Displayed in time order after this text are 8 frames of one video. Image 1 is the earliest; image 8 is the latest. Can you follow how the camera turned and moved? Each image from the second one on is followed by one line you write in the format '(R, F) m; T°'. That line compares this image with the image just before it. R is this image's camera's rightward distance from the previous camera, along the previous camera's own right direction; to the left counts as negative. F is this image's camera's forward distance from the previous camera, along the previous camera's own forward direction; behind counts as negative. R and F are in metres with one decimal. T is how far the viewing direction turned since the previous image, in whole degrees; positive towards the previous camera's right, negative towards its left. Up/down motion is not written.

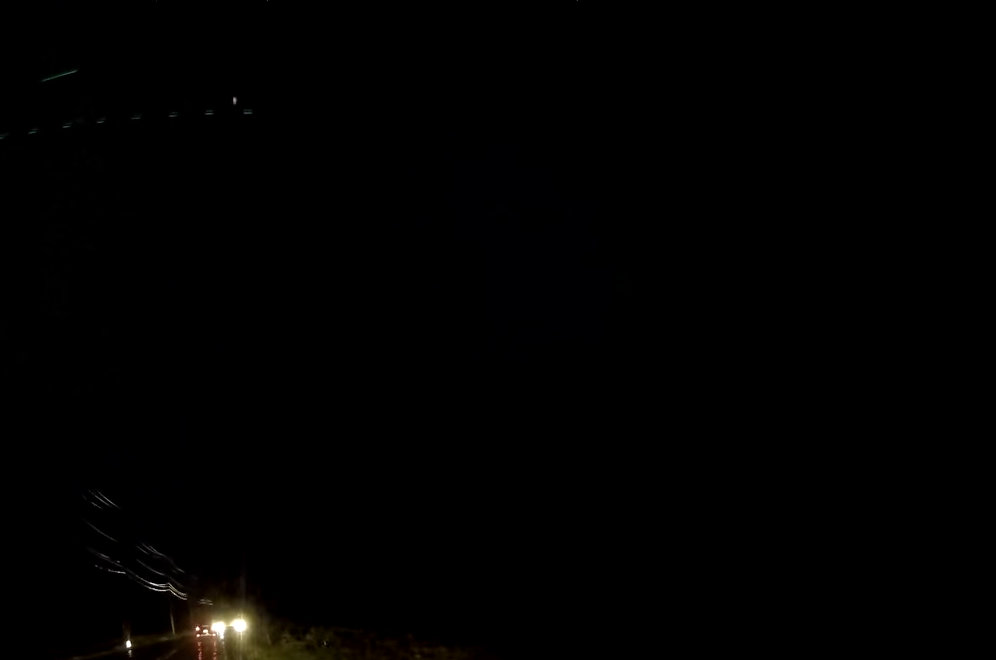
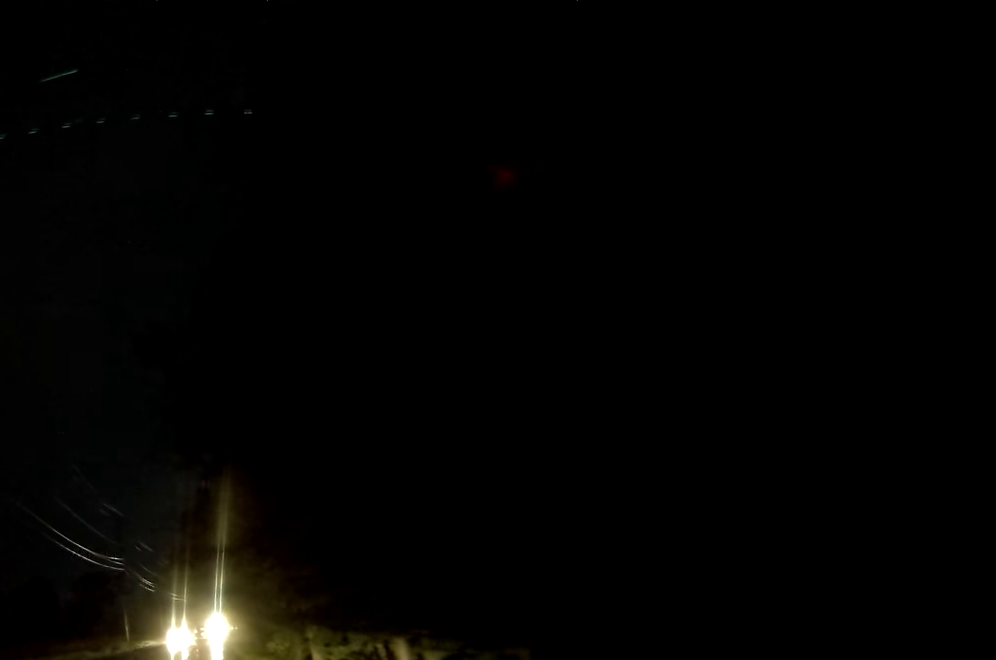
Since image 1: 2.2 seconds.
(+1.2, +38.5) m; +2°
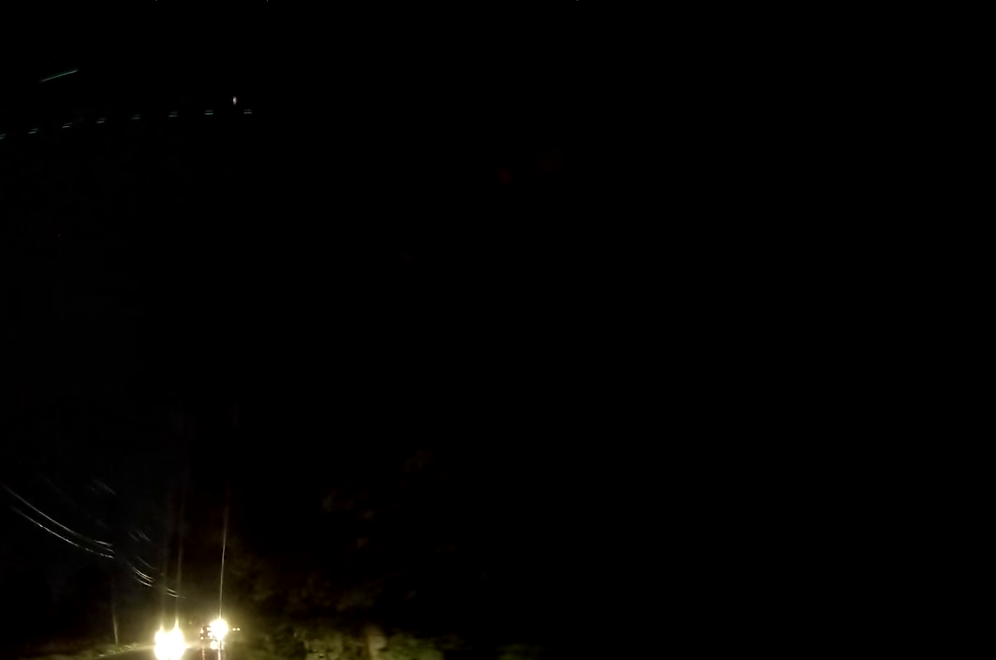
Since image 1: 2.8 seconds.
(-0.1, +9.5) m; 0°
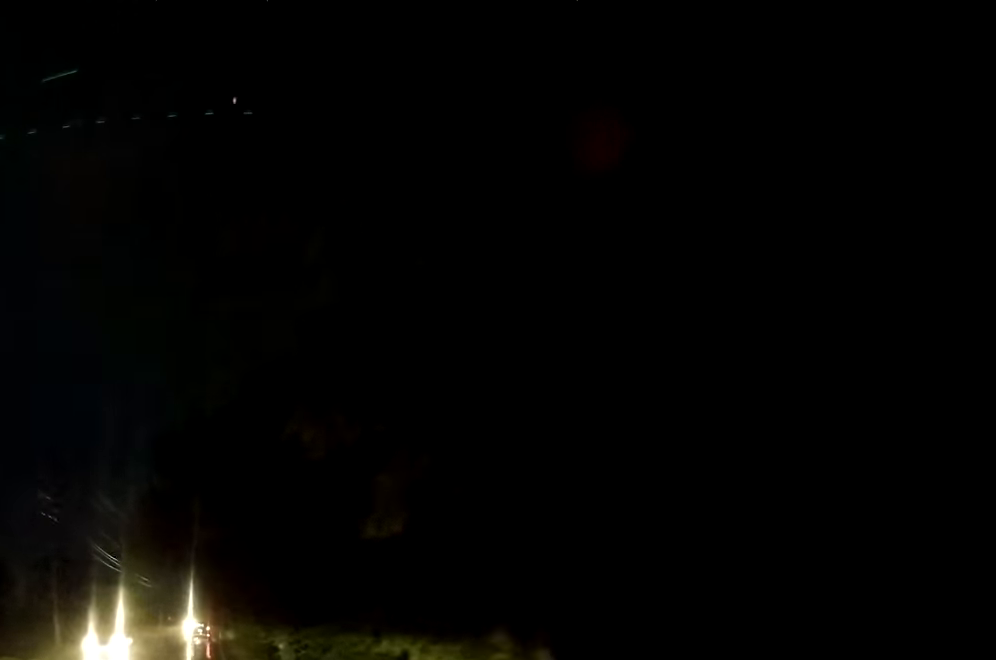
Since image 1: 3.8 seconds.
(-0.1, +15.9) m; 0°
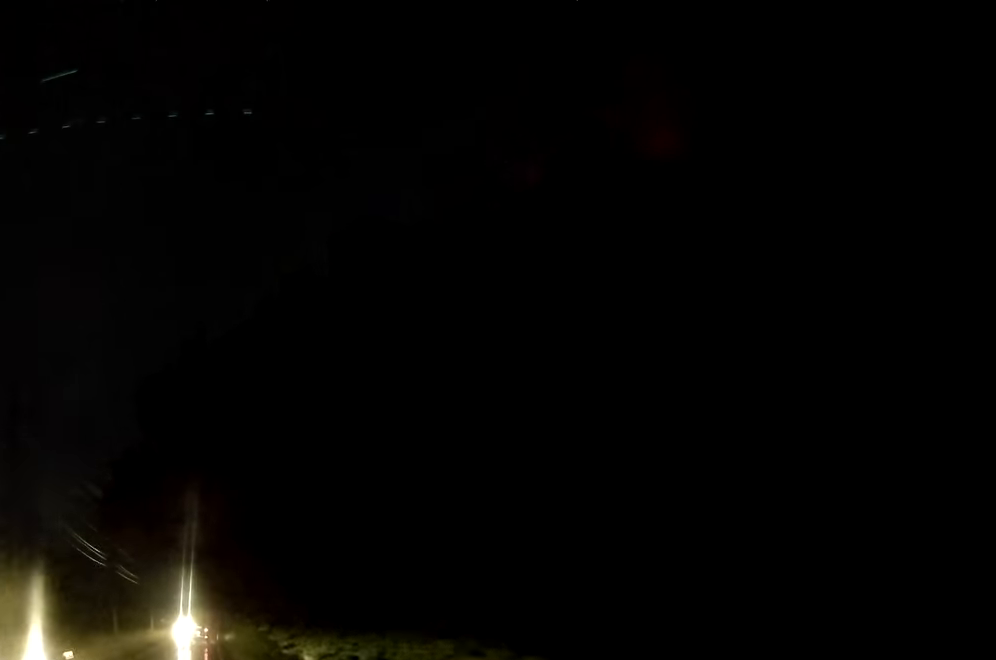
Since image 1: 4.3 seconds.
(+0.1, +8.1) m; +1°
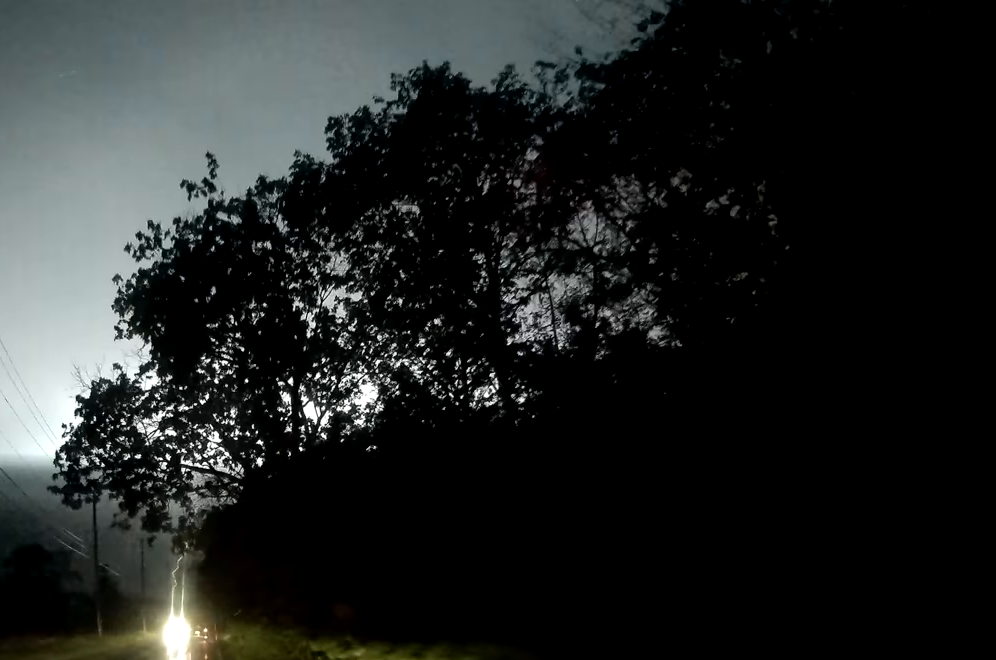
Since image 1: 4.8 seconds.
(0.0, +8.1) m; +1°
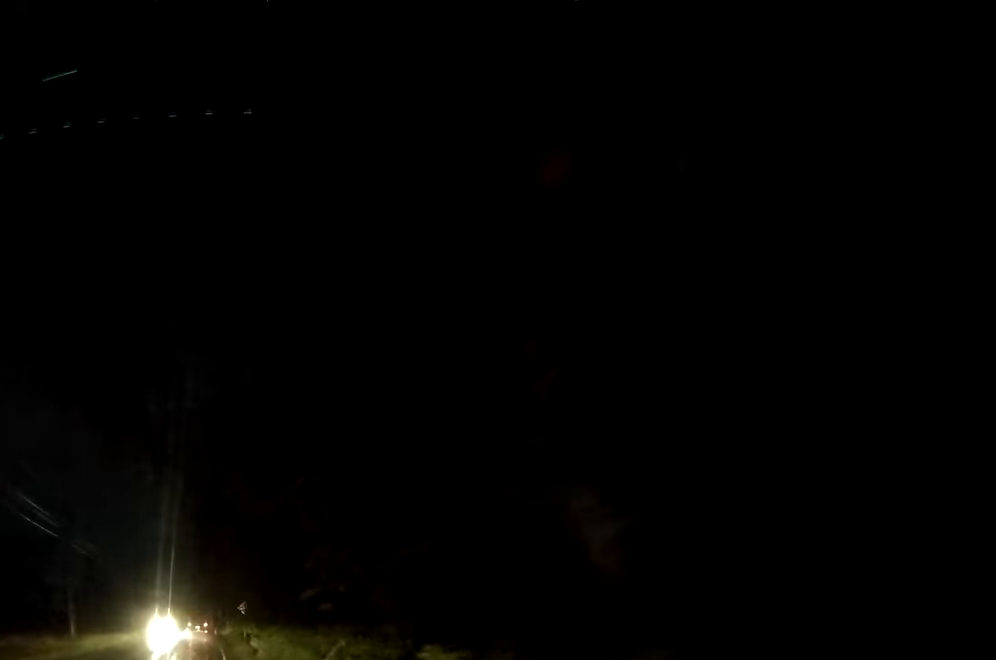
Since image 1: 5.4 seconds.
(-0.1, +10.3) m; +1°
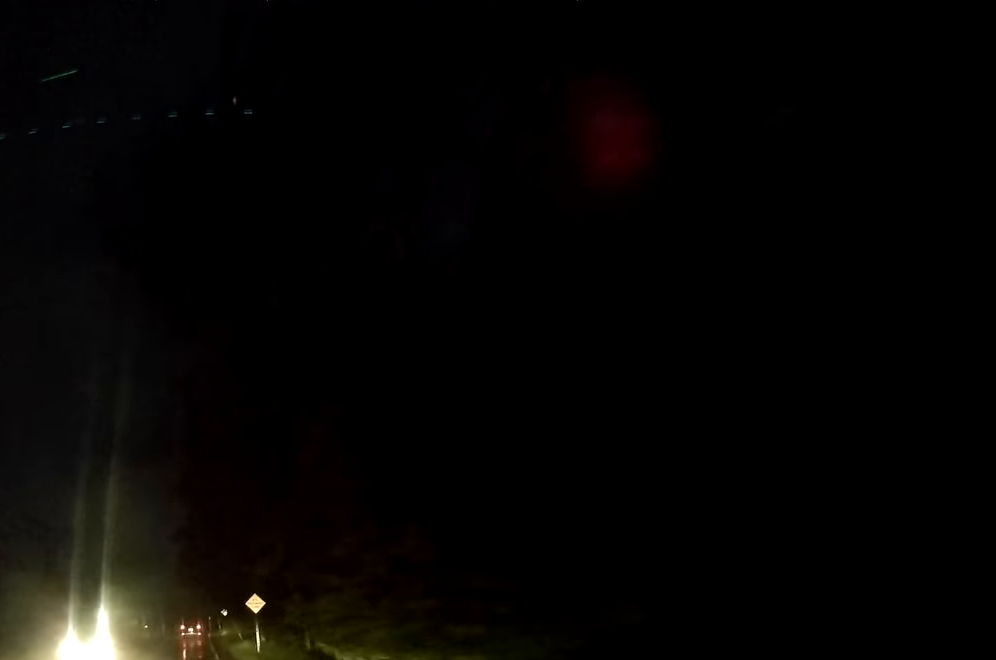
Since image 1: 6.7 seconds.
(+0.2, +21.8) m; 0°
